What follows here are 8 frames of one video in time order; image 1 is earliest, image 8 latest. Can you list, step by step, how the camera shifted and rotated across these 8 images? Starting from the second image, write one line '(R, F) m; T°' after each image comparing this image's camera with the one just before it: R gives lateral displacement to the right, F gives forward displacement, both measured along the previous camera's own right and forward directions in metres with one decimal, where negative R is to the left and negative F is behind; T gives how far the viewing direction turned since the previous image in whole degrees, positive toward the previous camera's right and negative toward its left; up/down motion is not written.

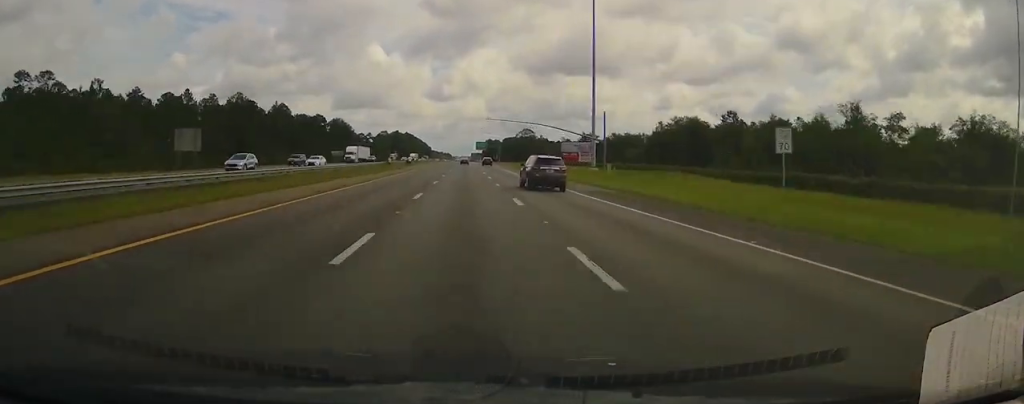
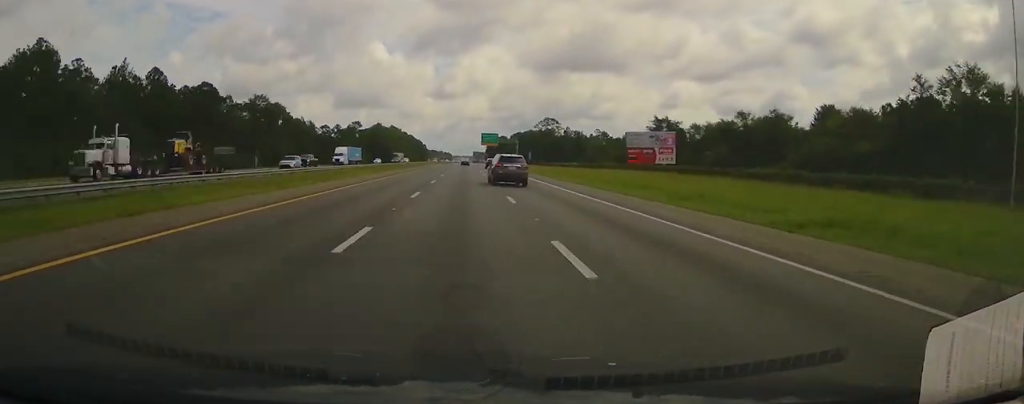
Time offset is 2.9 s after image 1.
(+0.1, +98.2) m; 0°
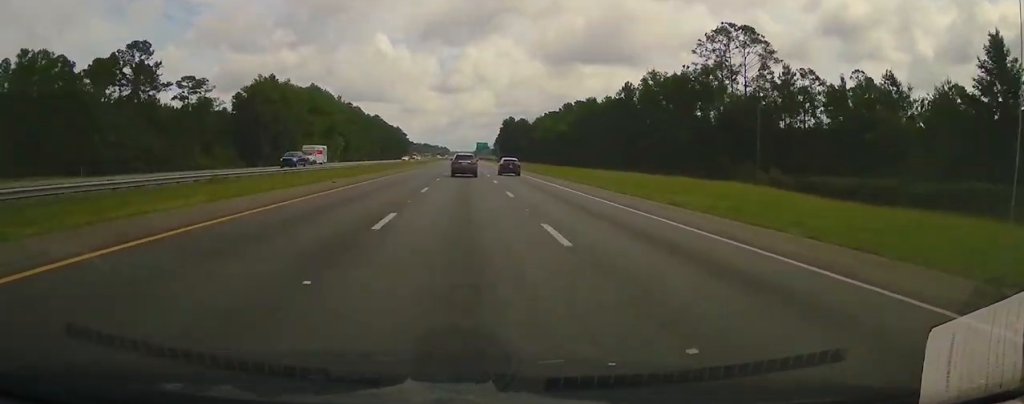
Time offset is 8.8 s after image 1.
(+0.2, +197.1) m; 0°
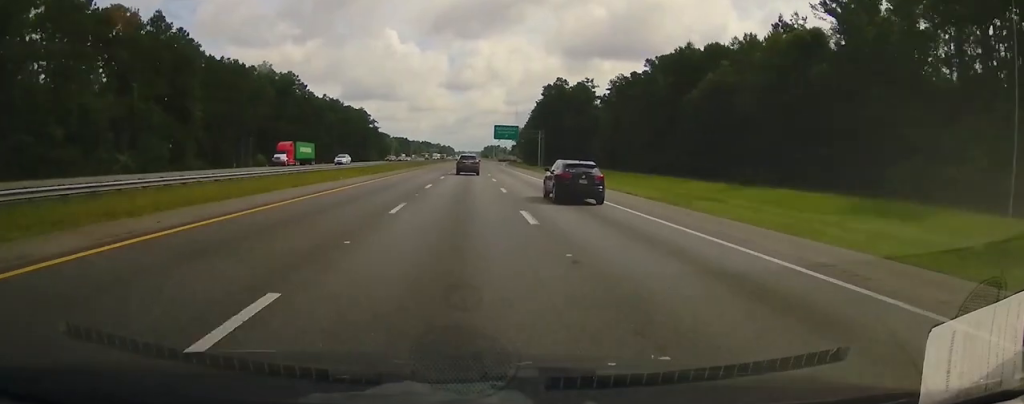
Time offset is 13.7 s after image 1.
(-0.8, +168.5) m; 0°
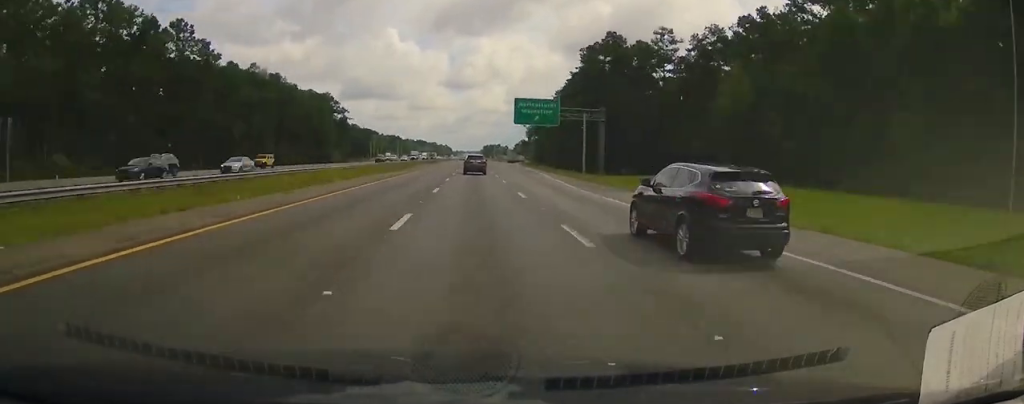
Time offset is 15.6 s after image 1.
(-0.3, +64.1) m; 0°
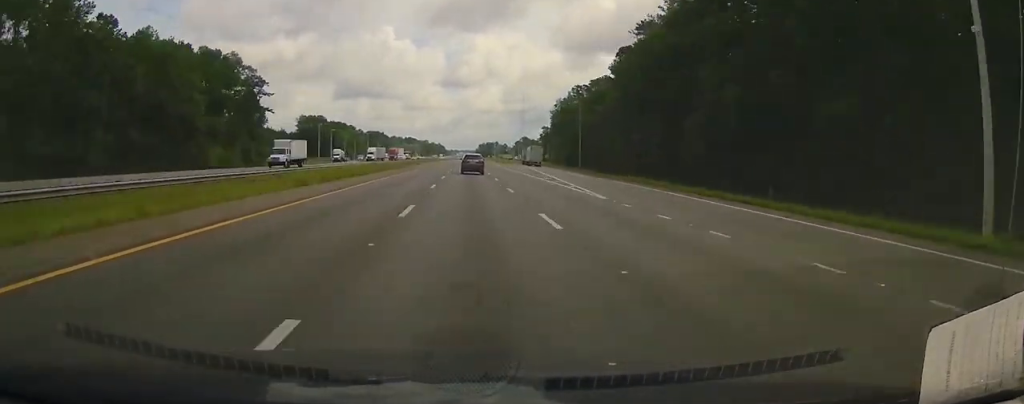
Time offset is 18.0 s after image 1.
(-0.1, +82.5) m; 0°
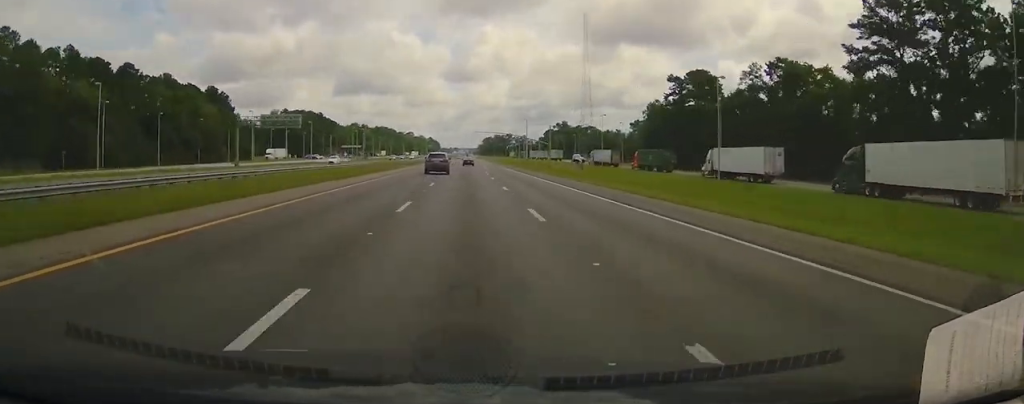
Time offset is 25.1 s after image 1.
(+1.5, +241.4) m; 0°
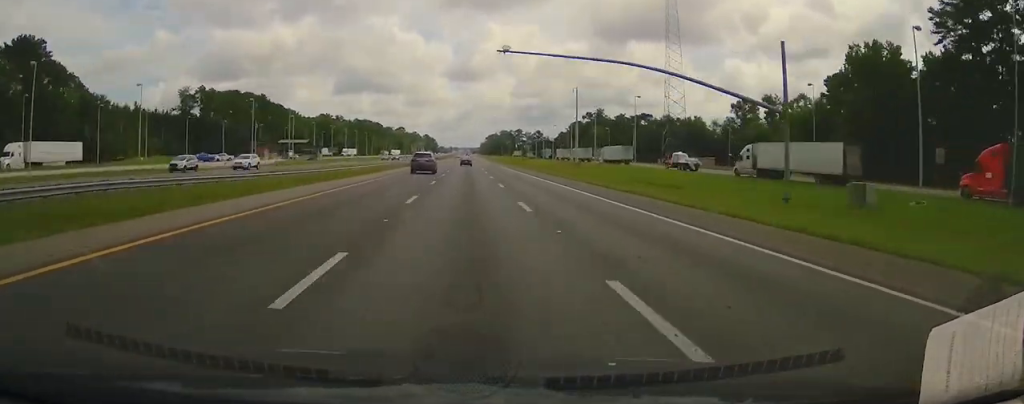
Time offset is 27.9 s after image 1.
(+0.1, +94.8) m; 0°
